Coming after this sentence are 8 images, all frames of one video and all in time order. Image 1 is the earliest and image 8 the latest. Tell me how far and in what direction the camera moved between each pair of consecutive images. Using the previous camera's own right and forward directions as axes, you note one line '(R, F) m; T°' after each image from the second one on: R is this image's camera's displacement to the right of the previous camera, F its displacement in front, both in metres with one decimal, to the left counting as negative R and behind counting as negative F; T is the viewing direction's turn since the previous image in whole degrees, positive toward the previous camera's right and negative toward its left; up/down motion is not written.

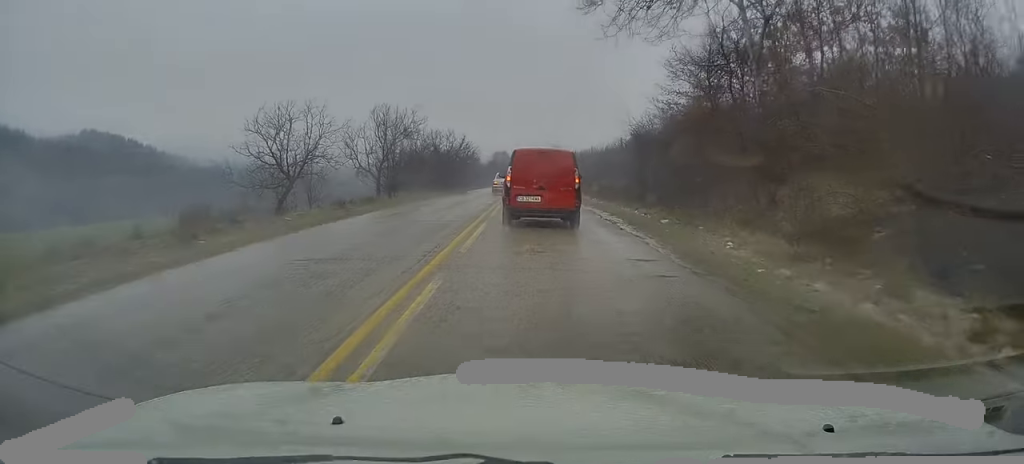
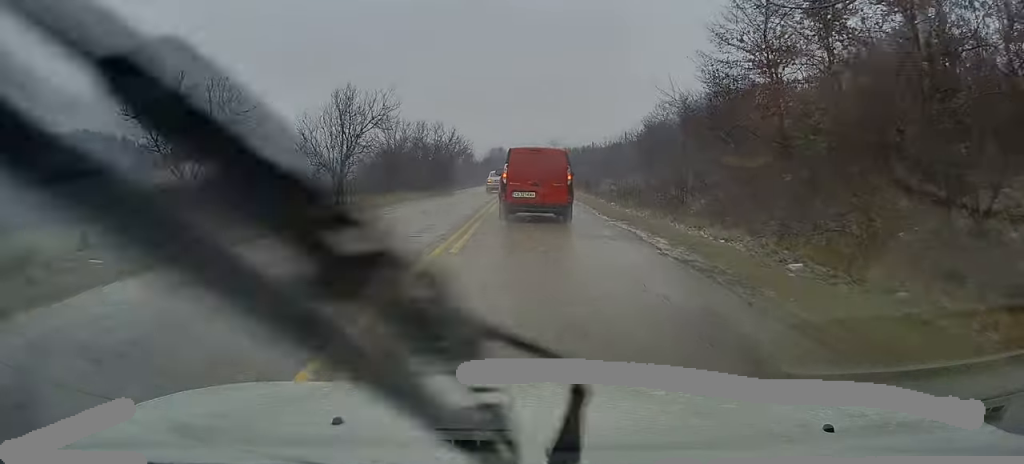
(-0.2, +9.6) m; -1°
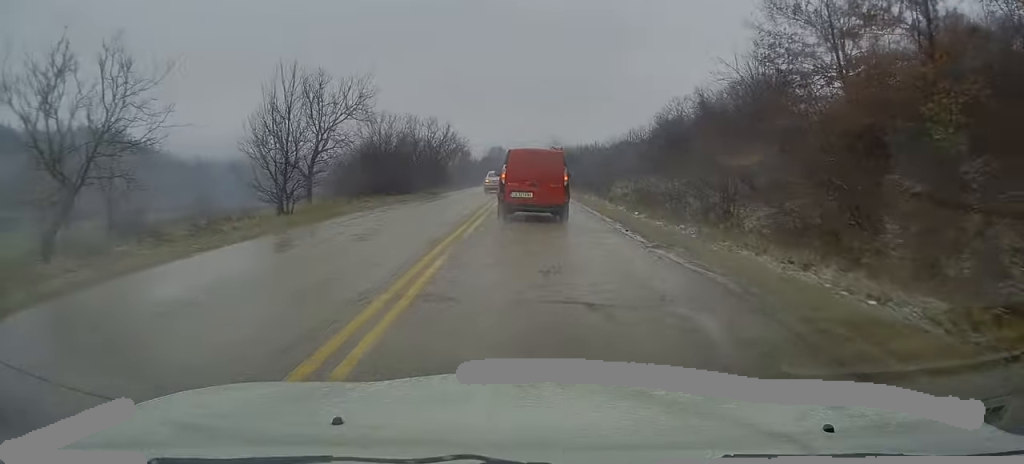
(-0.1, +6.1) m; 0°
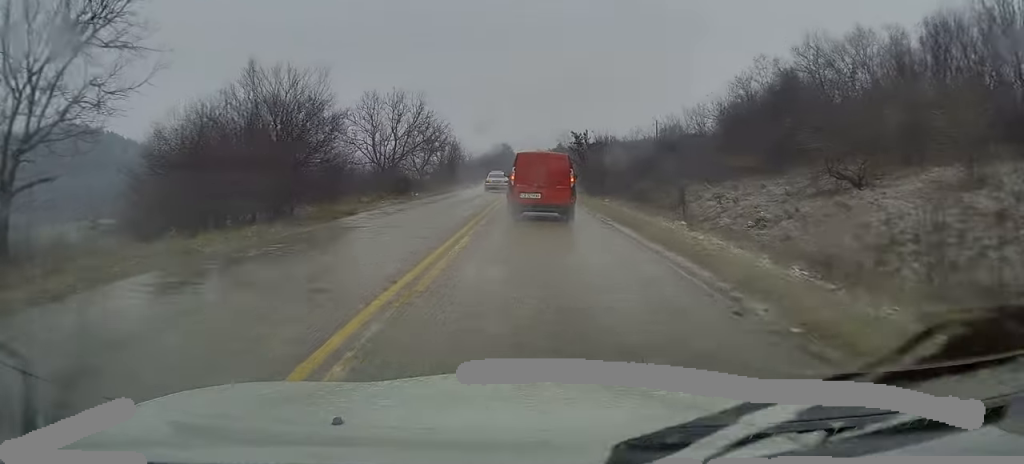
(+0.2, +22.8) m; 0°
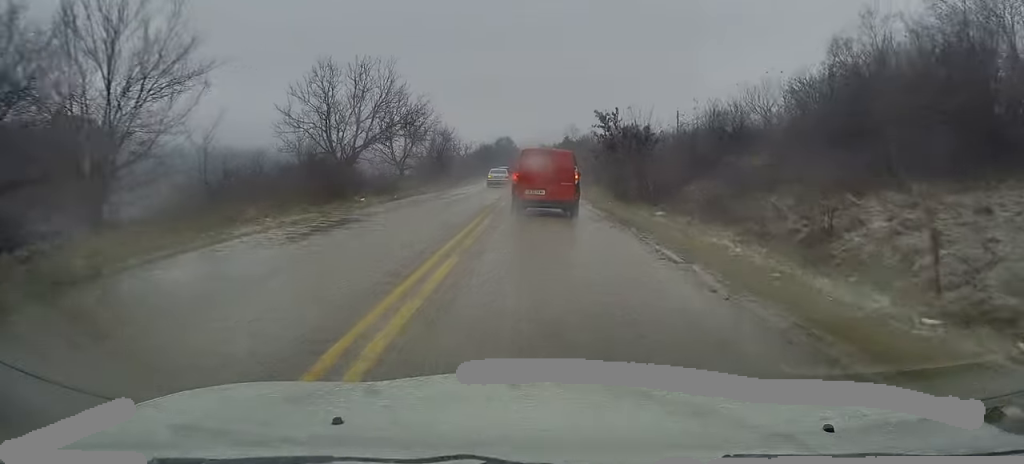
(-0.1, +13.1) m; 0°
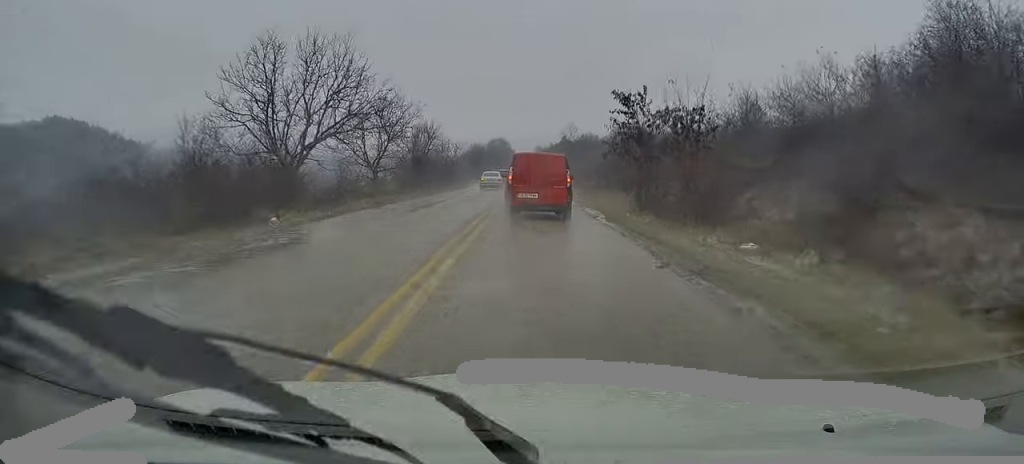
(+0.1, +8.6) m; +1°
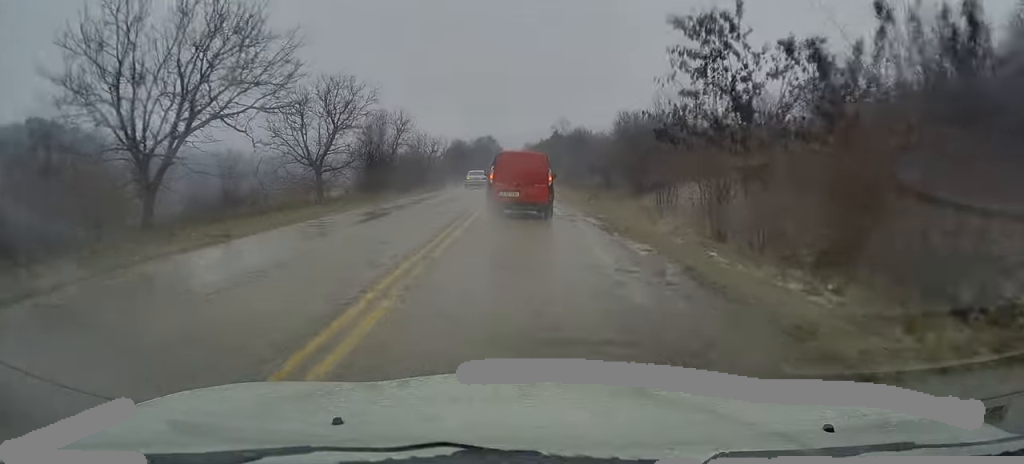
(+0.1, +11.4) m; 0°
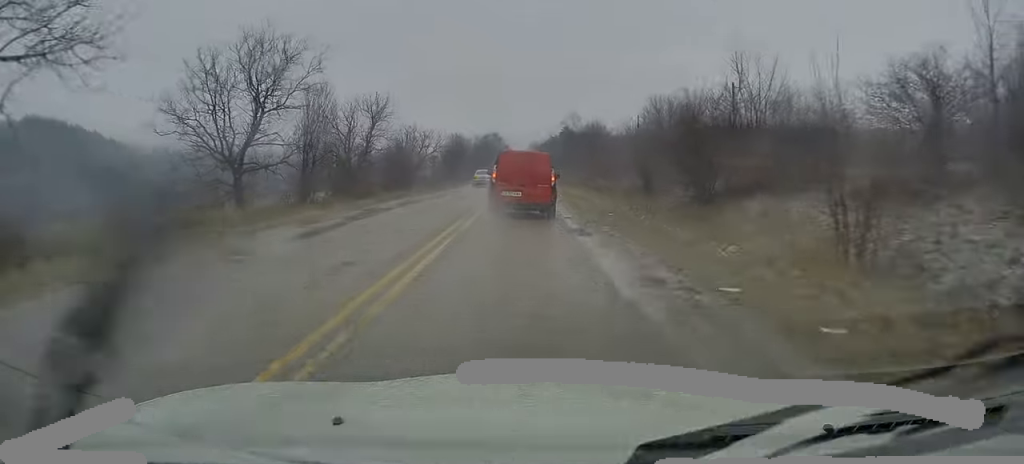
(0.0, +12.4) m; 0°
